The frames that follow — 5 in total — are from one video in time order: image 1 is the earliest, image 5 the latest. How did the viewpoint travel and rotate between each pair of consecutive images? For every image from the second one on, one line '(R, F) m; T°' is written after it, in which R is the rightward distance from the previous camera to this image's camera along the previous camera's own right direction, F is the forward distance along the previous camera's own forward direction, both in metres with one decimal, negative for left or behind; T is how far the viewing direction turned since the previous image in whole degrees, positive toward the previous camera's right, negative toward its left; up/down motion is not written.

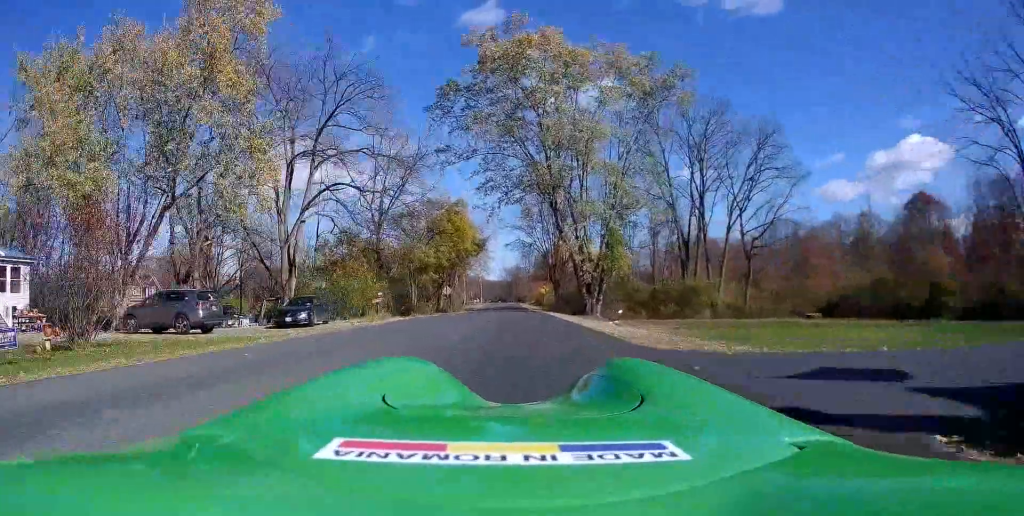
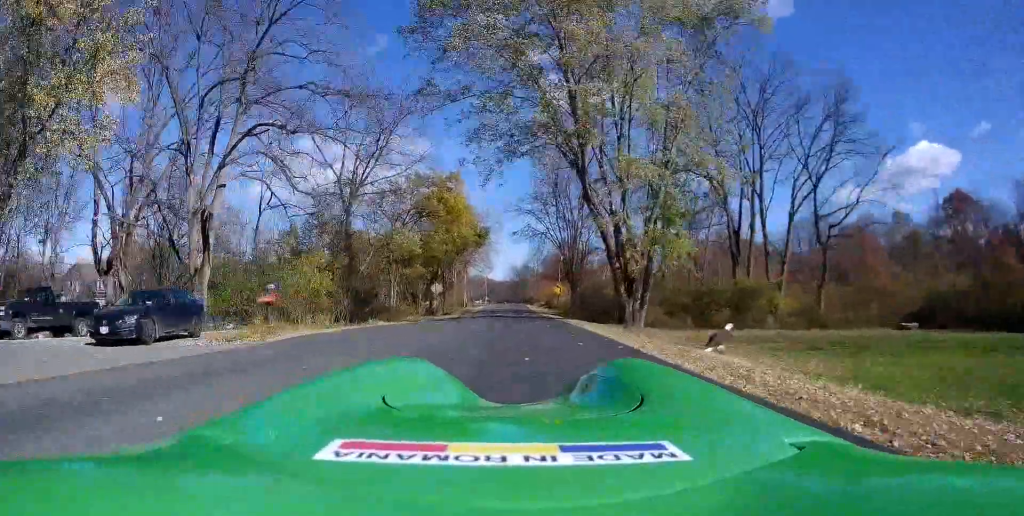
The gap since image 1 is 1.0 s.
(+0.2, +13.2) m; +1°
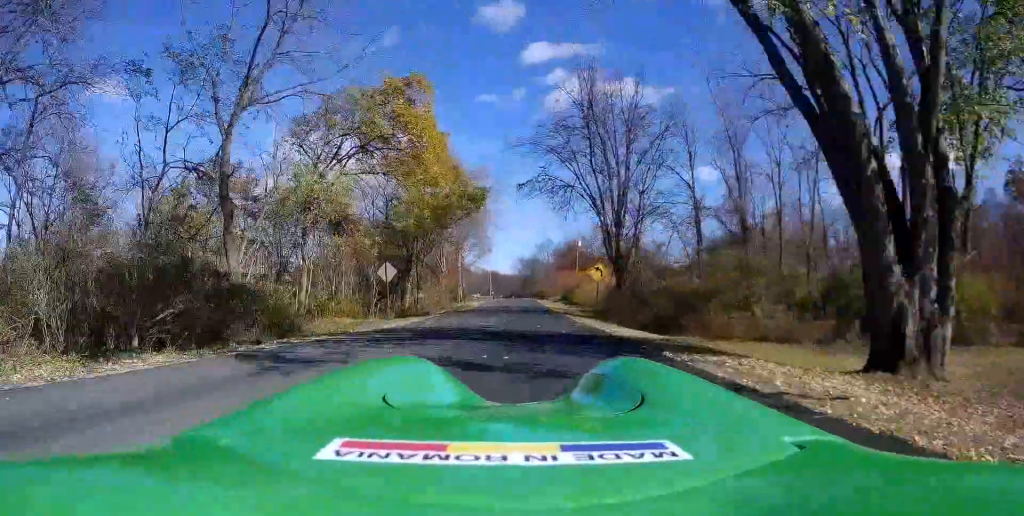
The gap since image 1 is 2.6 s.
(0.0, +21.5) m; 0°
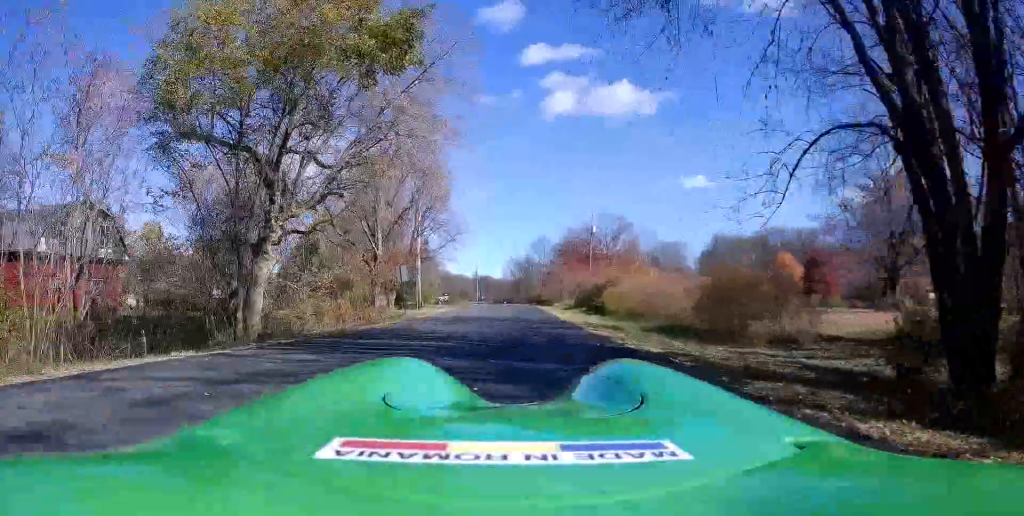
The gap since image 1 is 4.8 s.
(+0.1, +28.3) m; -1°
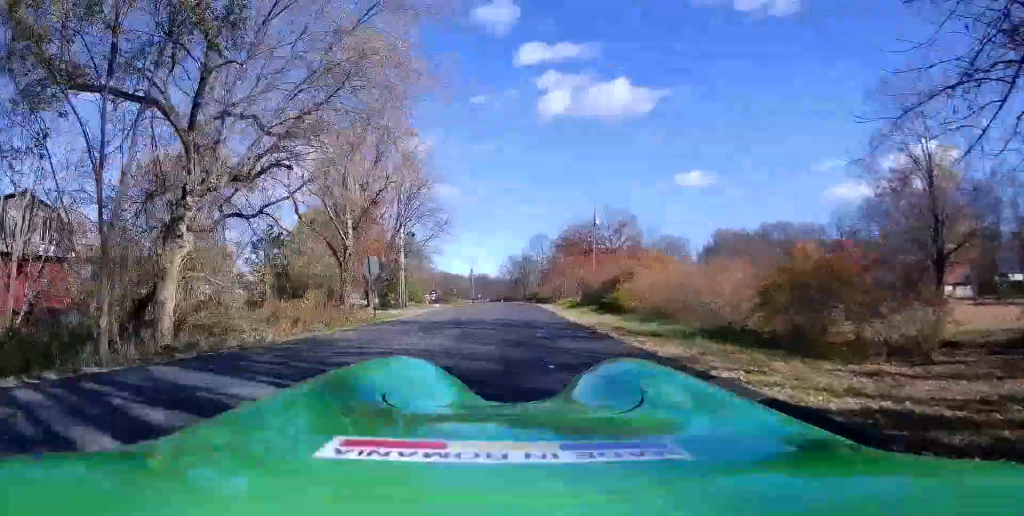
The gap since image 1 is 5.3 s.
(-0.2, +6.6) m; -1°
